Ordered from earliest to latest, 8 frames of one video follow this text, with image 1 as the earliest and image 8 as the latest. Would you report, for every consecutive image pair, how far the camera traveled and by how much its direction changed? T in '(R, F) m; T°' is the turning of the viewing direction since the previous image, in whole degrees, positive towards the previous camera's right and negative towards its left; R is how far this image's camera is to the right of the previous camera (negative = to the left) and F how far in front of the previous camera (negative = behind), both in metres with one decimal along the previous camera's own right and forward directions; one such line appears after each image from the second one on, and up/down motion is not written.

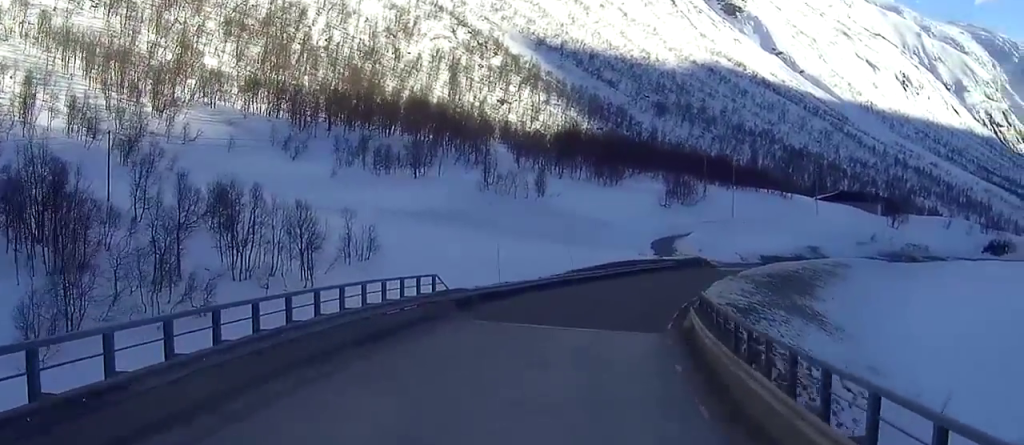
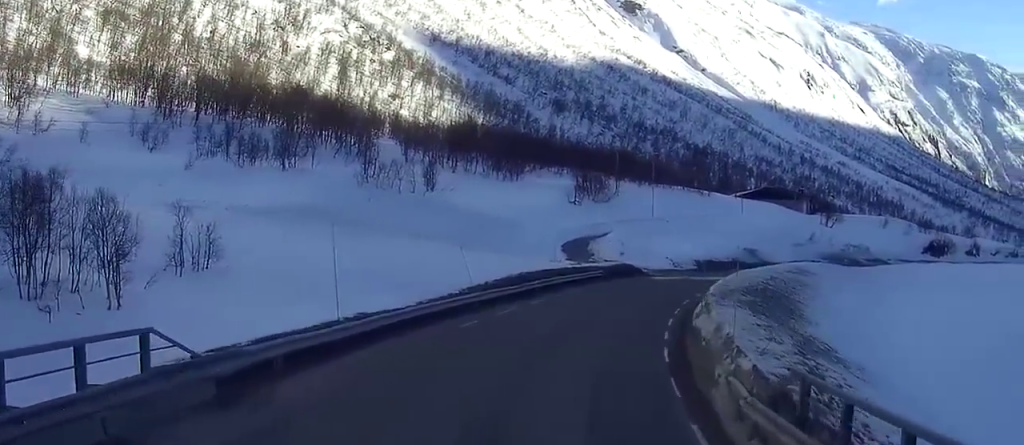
(+0.2, +18.9) m; +3°
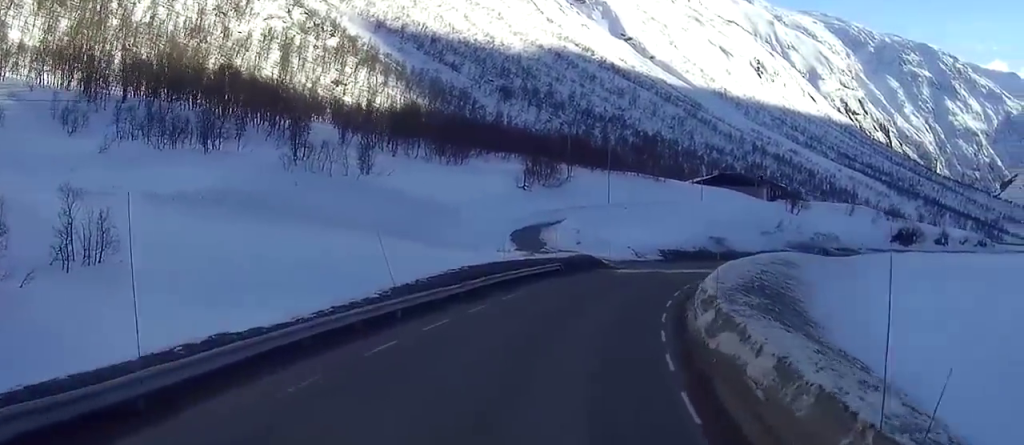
(+0.1, +9.5) m; +3°
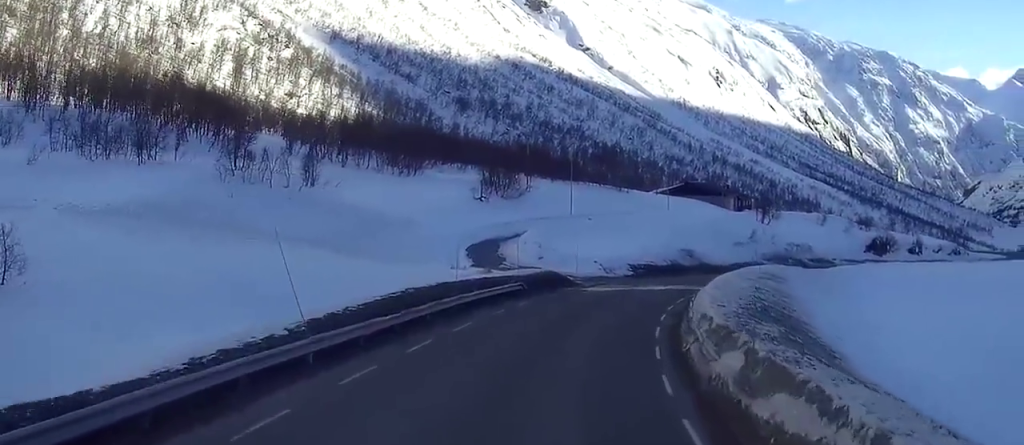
(+0.2, +6.9) m; +4°
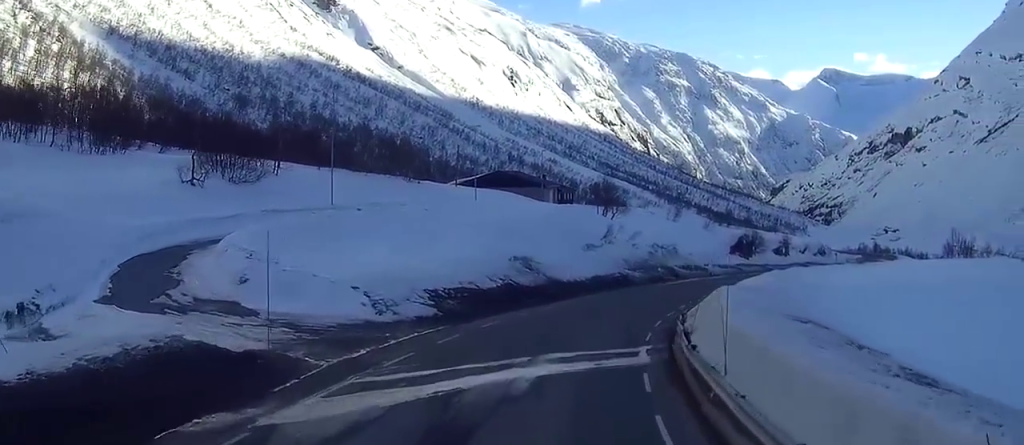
(+9.2, +31.7) m; +38°
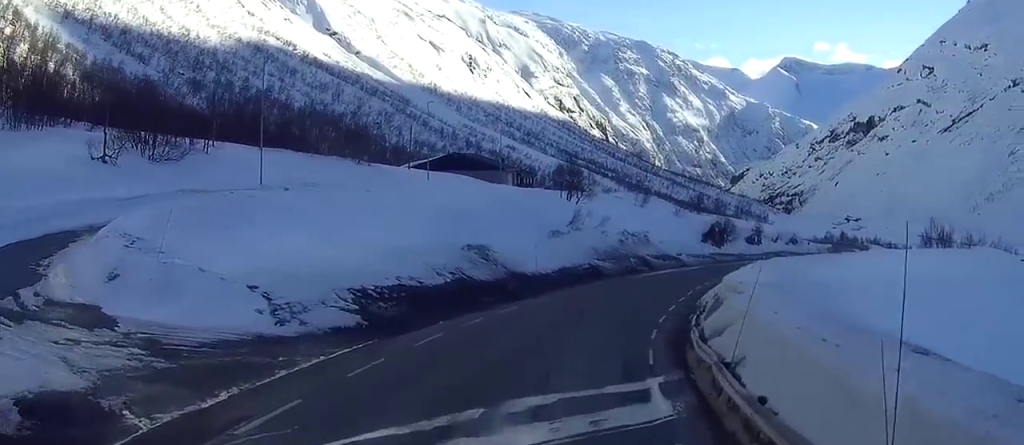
(+0.7, +7.0) m; +7°
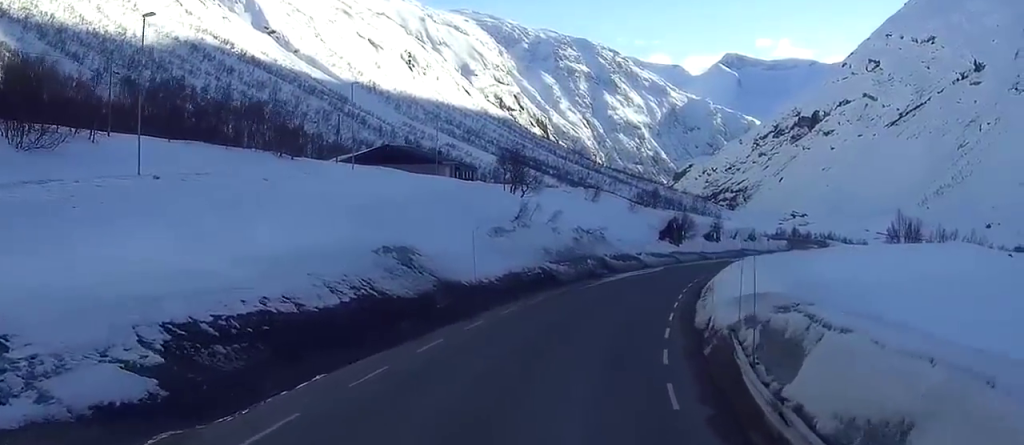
(+0.5, +9.8) m; -5°
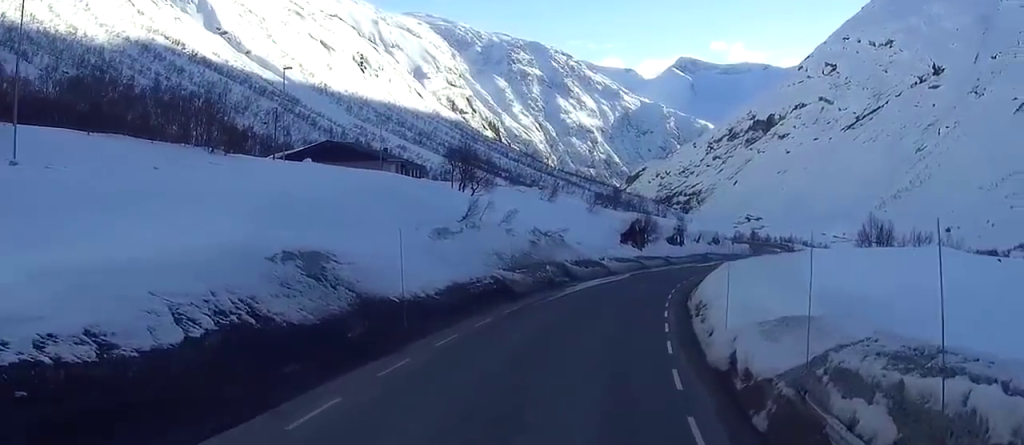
(-0.4, +7.8) m; -5°
